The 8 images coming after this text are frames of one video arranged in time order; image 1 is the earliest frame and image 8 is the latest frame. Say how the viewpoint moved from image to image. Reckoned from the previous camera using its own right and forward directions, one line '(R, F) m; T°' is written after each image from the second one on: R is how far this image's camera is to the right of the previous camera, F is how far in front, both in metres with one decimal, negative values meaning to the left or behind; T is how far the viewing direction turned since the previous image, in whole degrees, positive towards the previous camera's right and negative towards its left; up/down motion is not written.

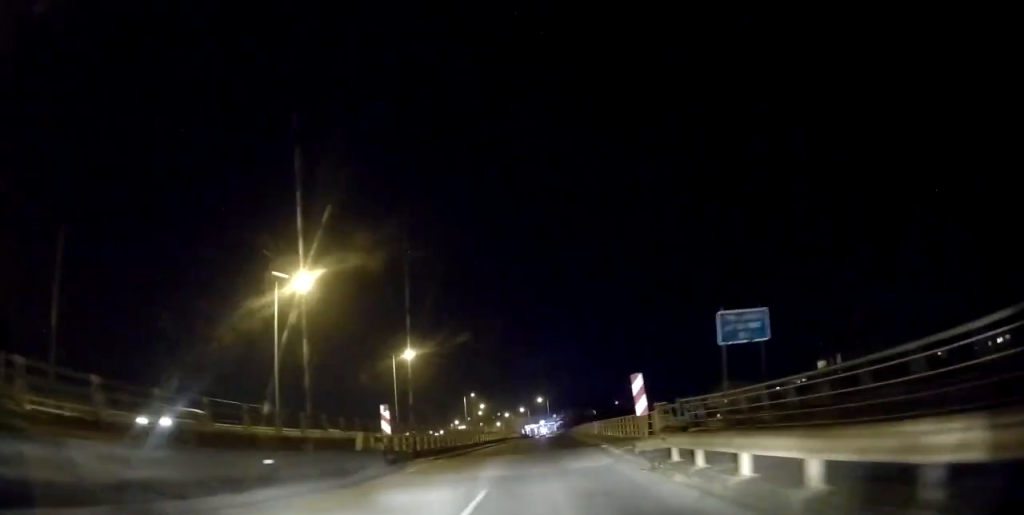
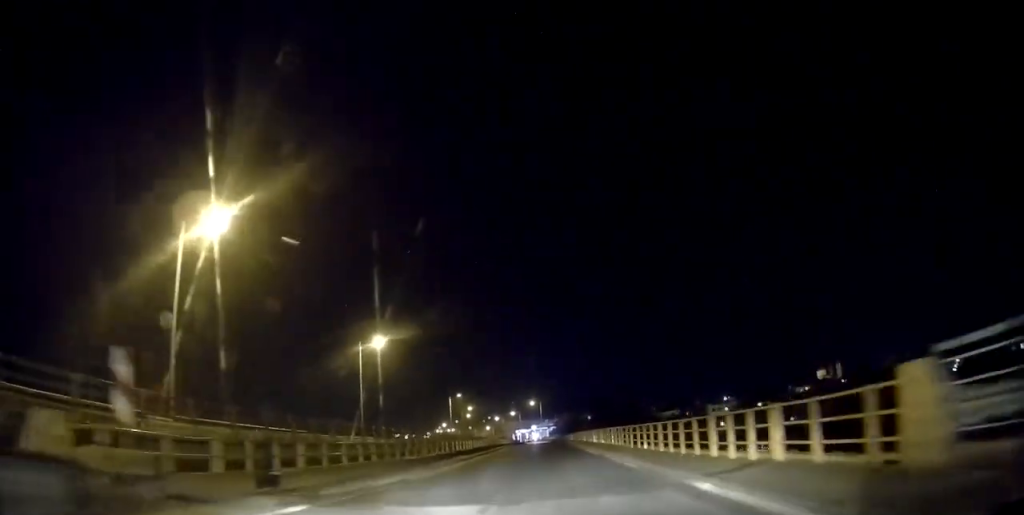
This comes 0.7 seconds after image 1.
(0.0, +13.1) m; +1°
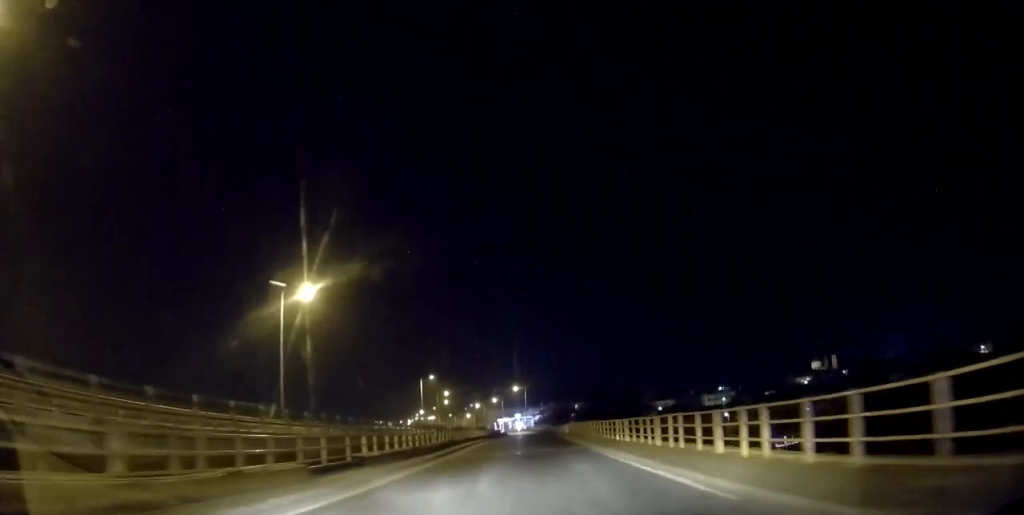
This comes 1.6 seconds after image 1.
(+0.2, +19.0) m; +2°
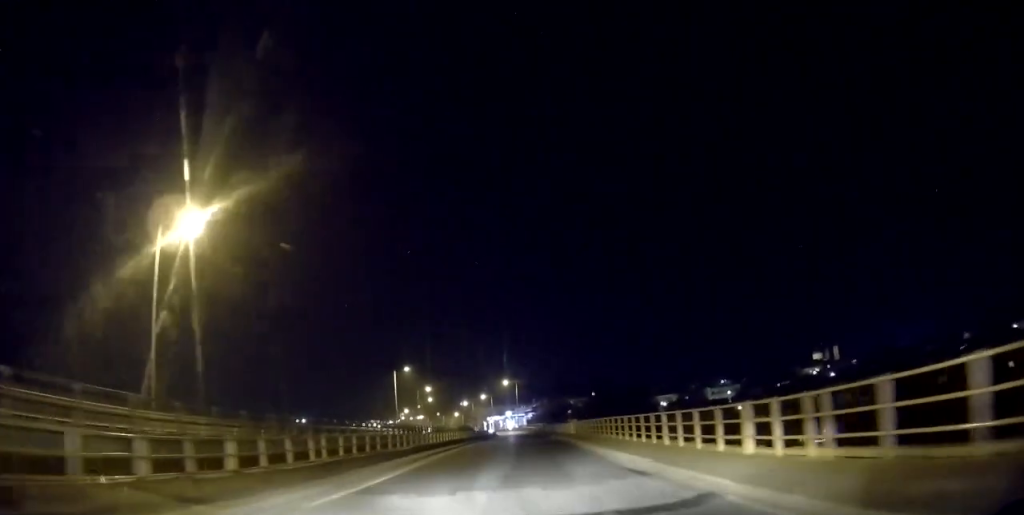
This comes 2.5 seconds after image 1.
(+0.3, +17.5) m; +1°
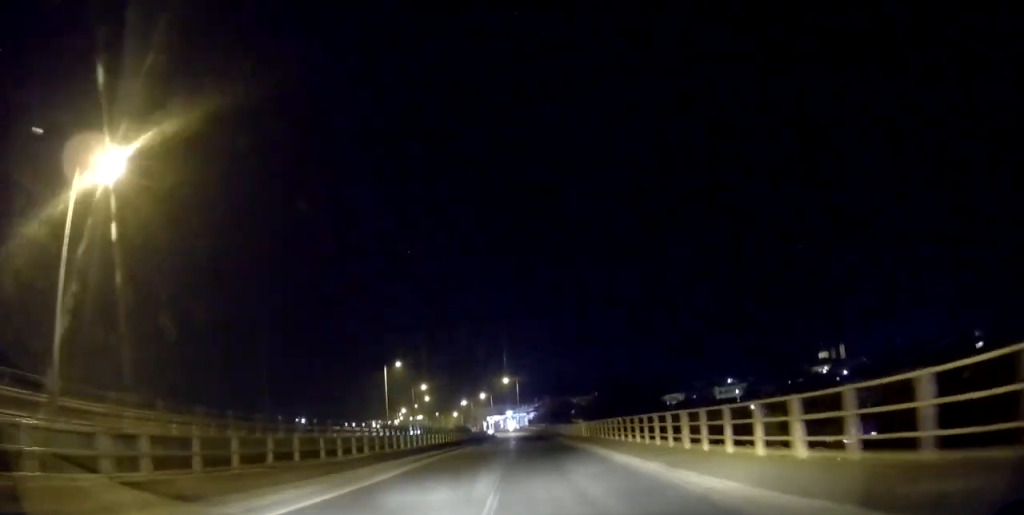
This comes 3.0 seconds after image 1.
(+0.2, +8.4) m; 0°
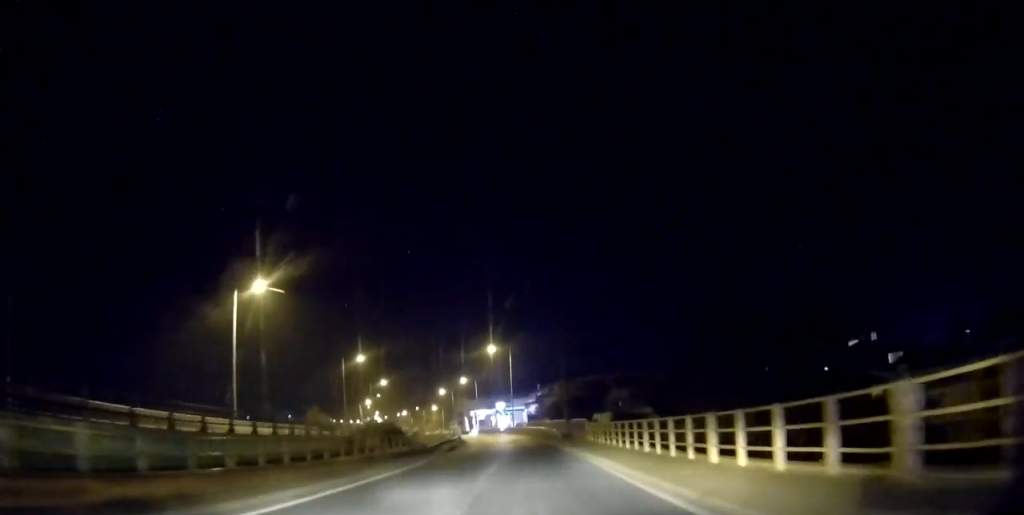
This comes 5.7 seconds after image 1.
(+0.2, +52.5) m; 0°
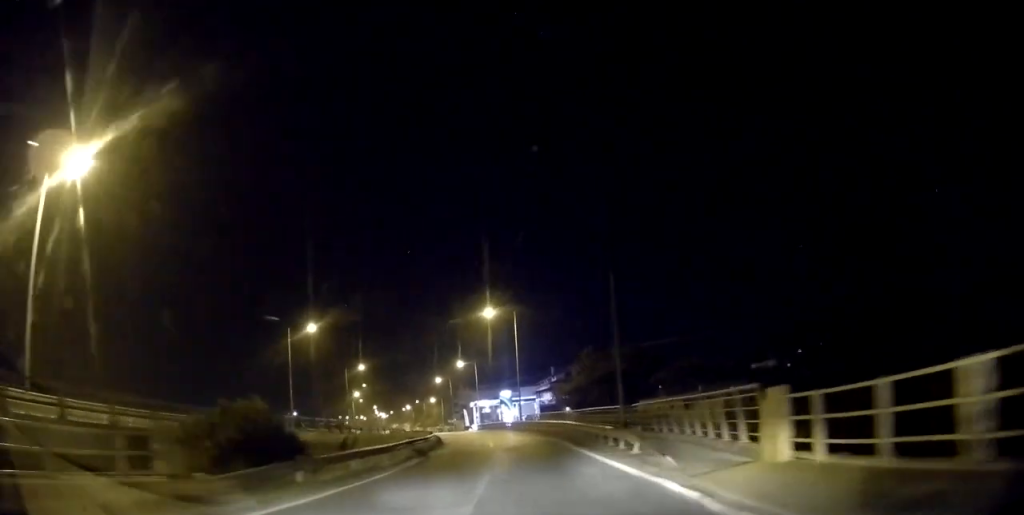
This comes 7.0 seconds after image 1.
(-0.4, +23.7) m; -2°
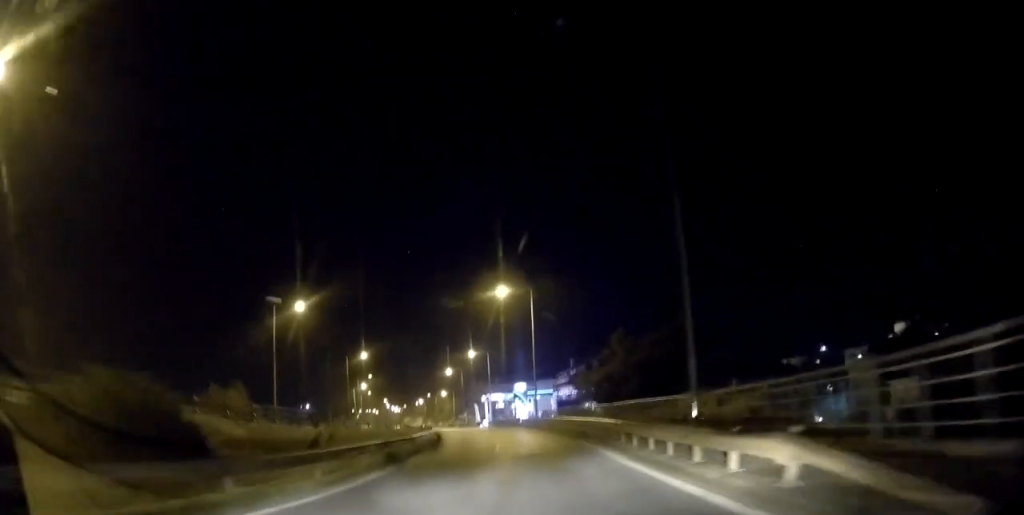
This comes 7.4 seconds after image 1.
(0.0, +8.1) m; 0°
